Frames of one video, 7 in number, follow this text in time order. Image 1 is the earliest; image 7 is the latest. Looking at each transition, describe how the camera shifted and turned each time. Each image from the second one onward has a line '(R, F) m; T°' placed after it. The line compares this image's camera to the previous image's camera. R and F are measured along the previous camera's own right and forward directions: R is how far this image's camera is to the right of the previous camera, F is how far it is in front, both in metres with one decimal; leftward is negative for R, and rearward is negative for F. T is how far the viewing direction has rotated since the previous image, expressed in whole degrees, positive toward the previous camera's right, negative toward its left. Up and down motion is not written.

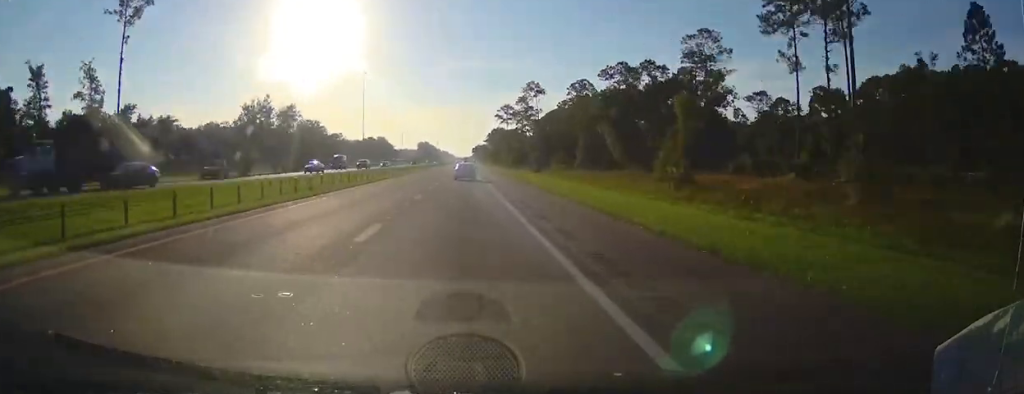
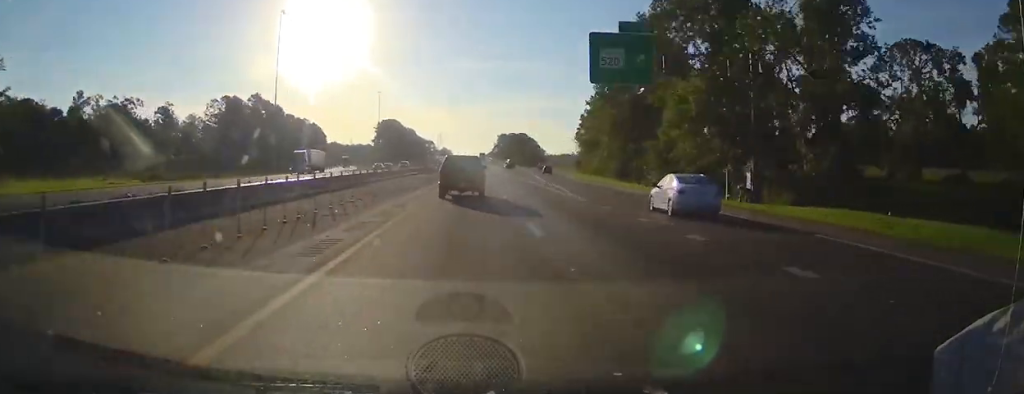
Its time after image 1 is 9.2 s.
(-1.6, +279.5) m; 0°
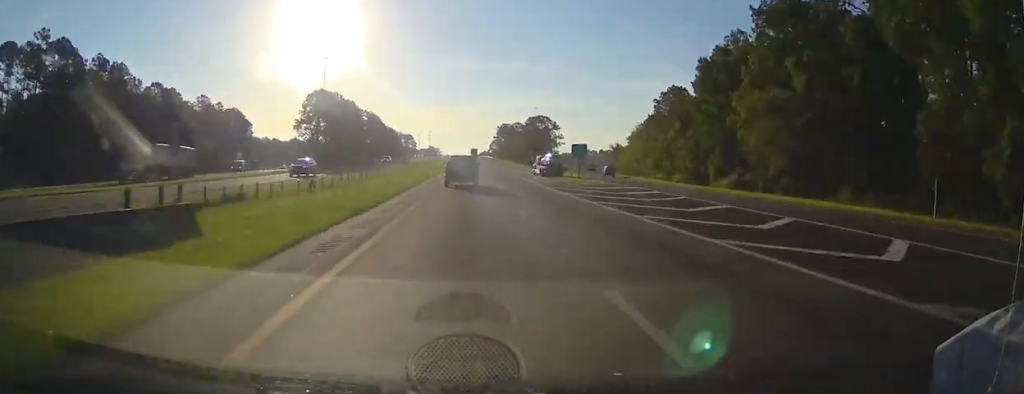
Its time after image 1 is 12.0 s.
(+1.1, +92.2) m; +1°
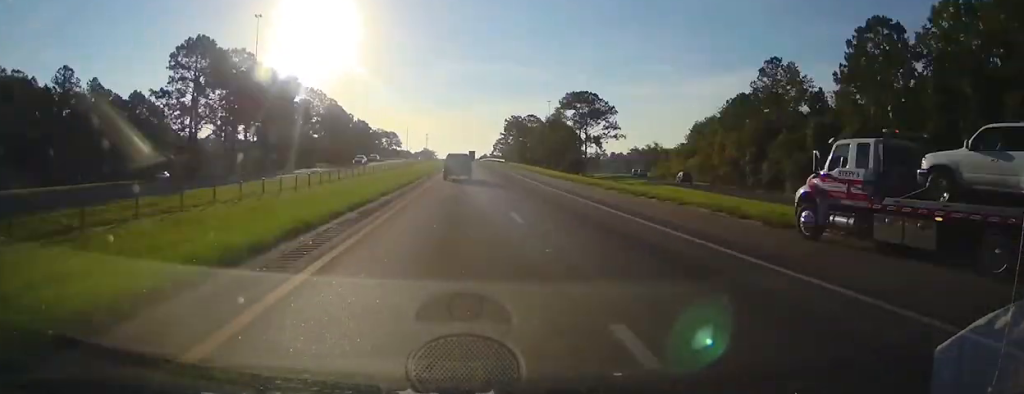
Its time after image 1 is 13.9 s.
(+0.4, +62.5) m; 0°
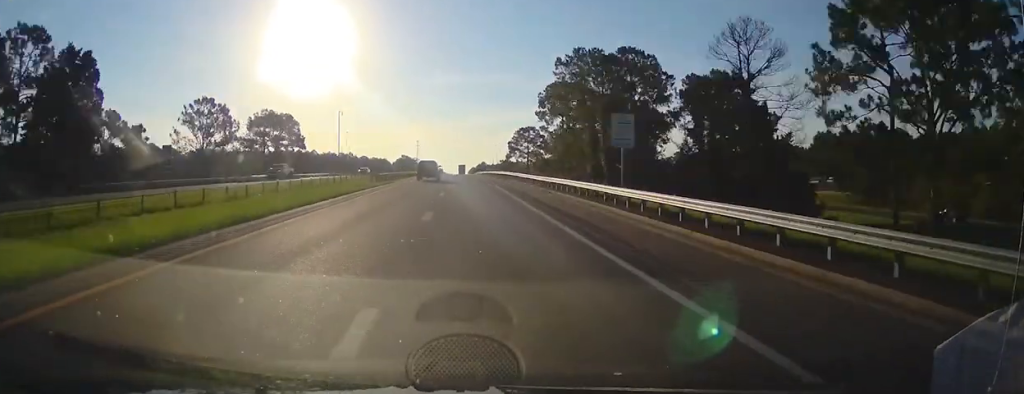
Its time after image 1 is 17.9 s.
(-0.3, +141.4) m; -1°
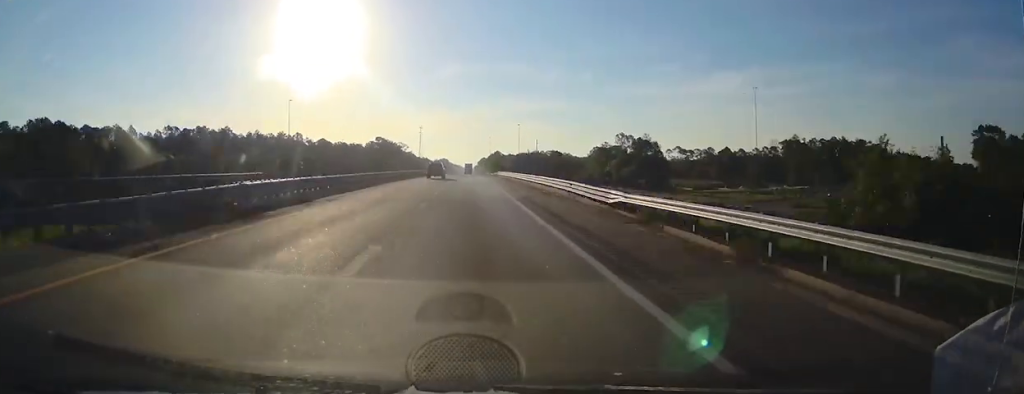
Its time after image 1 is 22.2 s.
(-1.2, +170.5) m; 0°
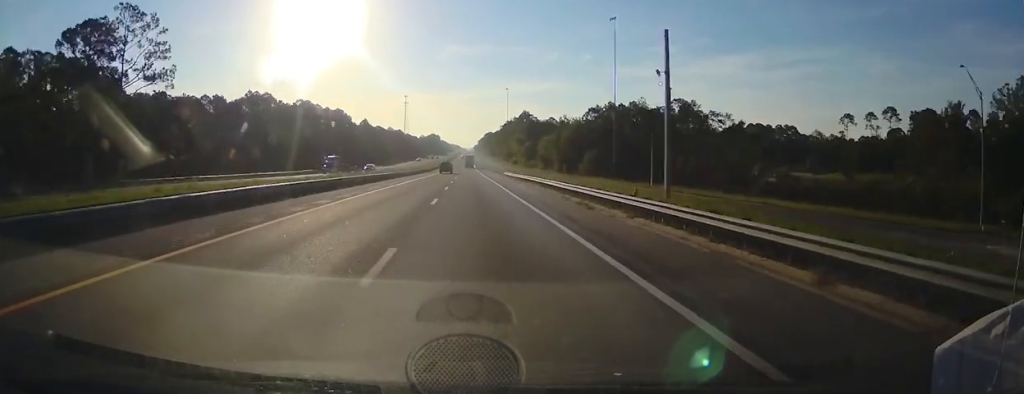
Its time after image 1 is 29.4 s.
(+1.6, +260.4) m; 0°
